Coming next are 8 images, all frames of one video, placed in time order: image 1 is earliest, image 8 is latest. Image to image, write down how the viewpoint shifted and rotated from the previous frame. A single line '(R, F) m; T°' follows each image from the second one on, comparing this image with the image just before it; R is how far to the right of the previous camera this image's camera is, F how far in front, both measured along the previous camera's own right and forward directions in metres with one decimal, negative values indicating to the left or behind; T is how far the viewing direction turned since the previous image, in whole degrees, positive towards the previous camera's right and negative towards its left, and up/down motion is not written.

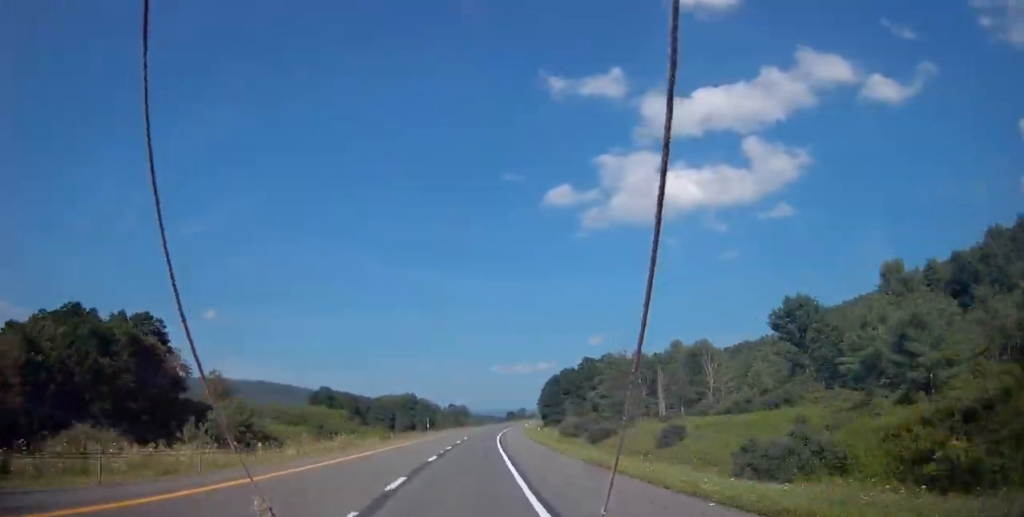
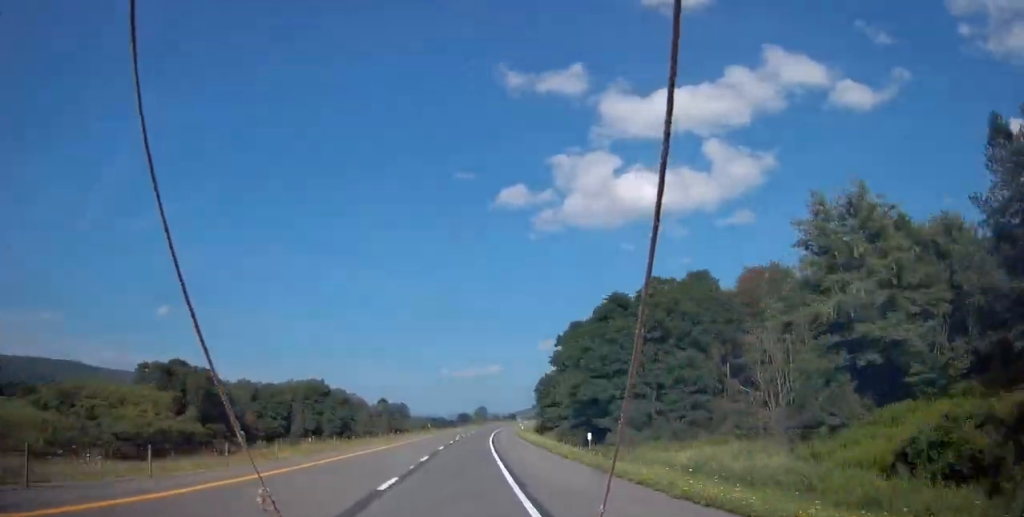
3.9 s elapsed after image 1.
(+4.7, +108.6) m; +5°
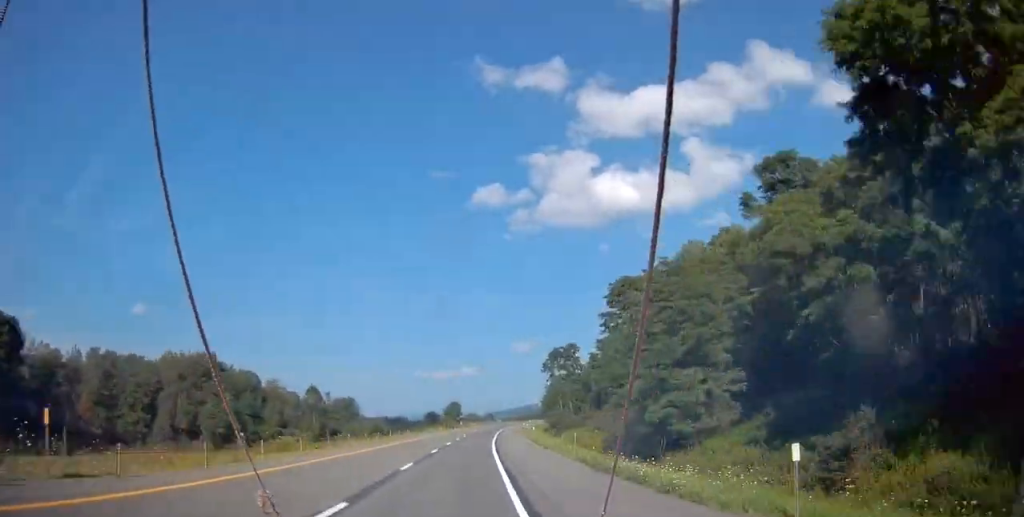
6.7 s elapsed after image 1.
(+2.3, +78.6) m; +3°
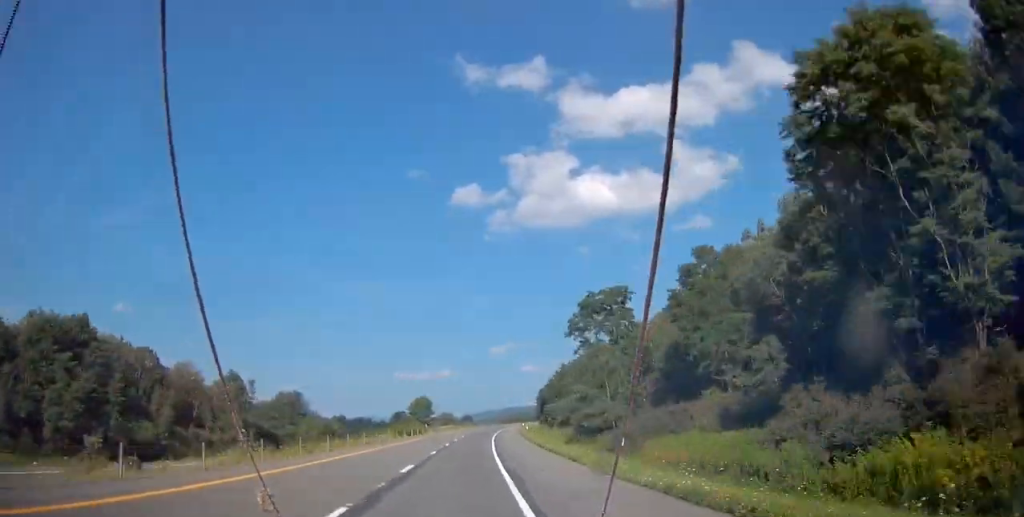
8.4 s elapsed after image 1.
(+0.9, +48.5) m; +2°
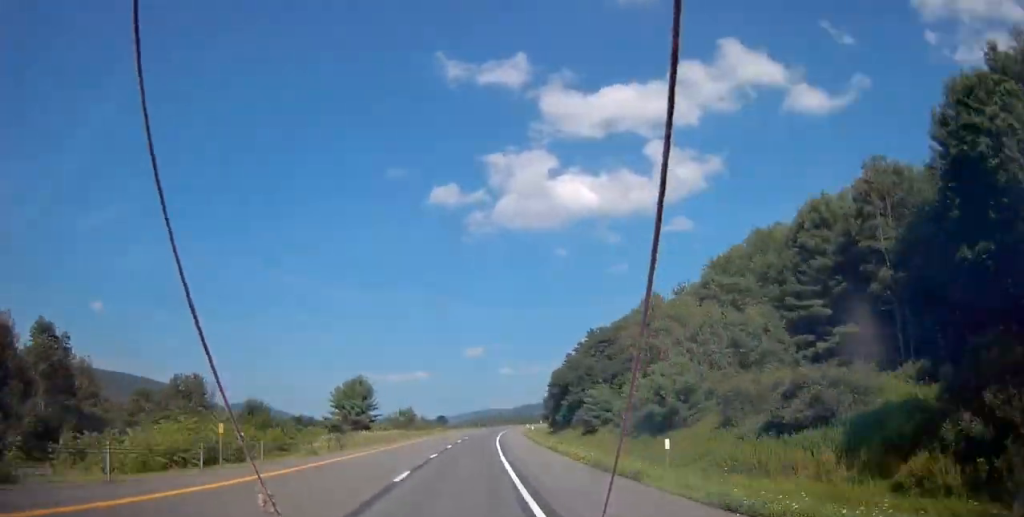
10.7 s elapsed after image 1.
(+1.2, +63.4) m; +3°
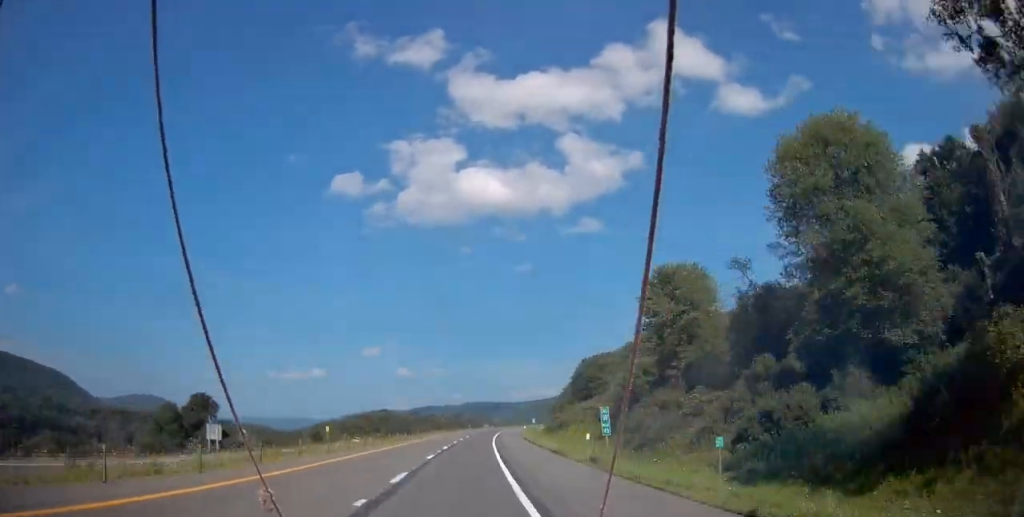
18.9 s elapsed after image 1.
(+18.9, +229.1) m; +10°
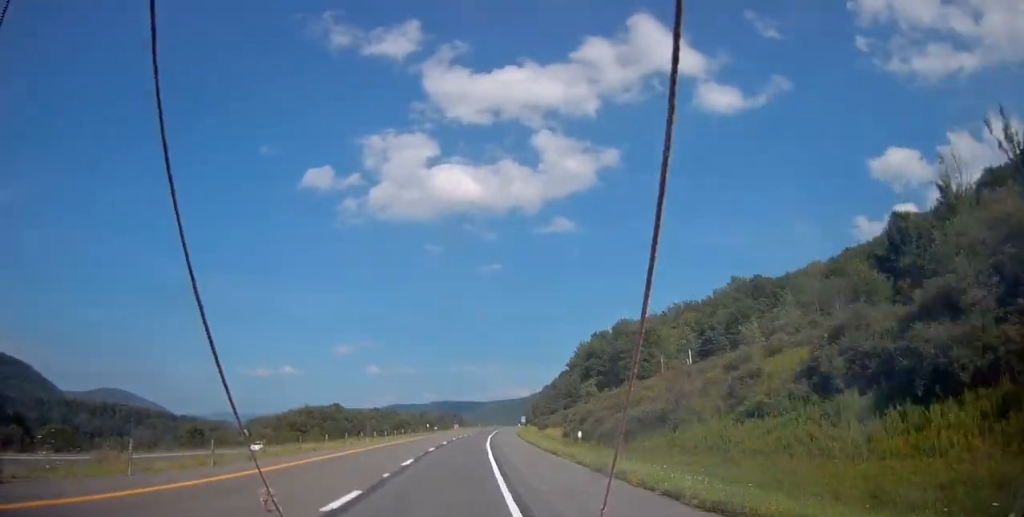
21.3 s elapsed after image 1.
(+2.2, +66.6) m; +3°
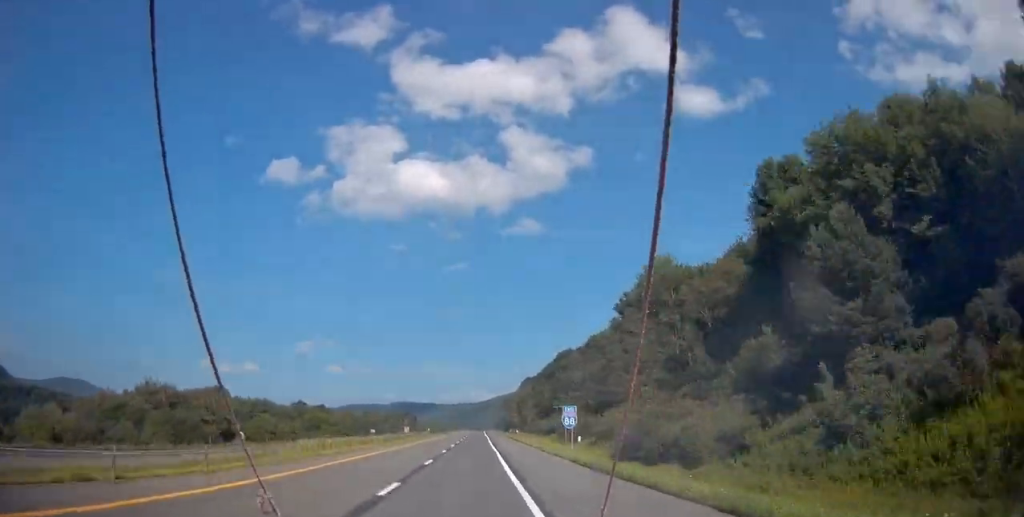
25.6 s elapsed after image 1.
(+4.7, +118.1) m; +3°
